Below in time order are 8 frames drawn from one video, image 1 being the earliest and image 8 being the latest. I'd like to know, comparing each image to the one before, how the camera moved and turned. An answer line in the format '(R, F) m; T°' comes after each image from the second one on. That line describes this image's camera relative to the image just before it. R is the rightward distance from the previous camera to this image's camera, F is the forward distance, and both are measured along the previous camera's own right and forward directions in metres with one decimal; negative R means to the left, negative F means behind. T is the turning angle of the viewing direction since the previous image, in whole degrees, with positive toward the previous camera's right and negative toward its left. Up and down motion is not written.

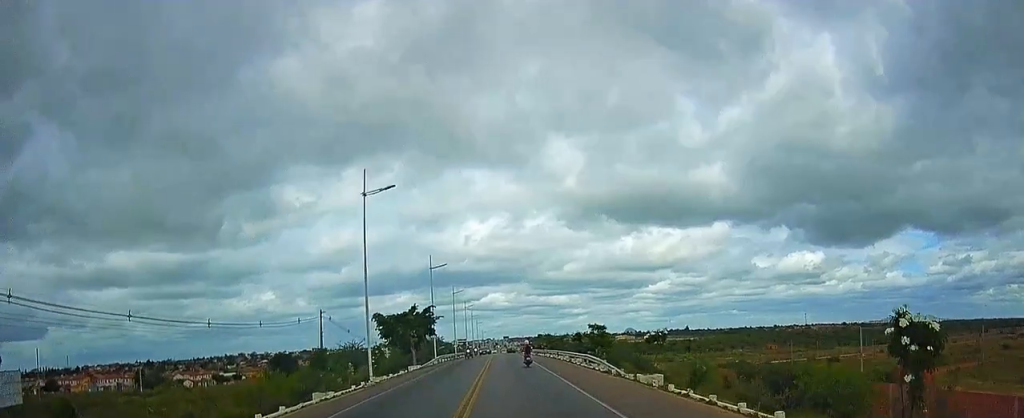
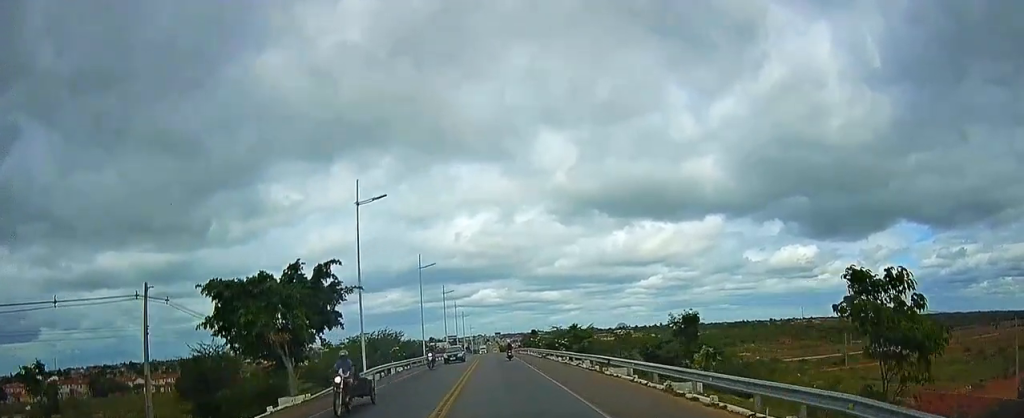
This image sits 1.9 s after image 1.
(+0.7, +28.5) m; +3°
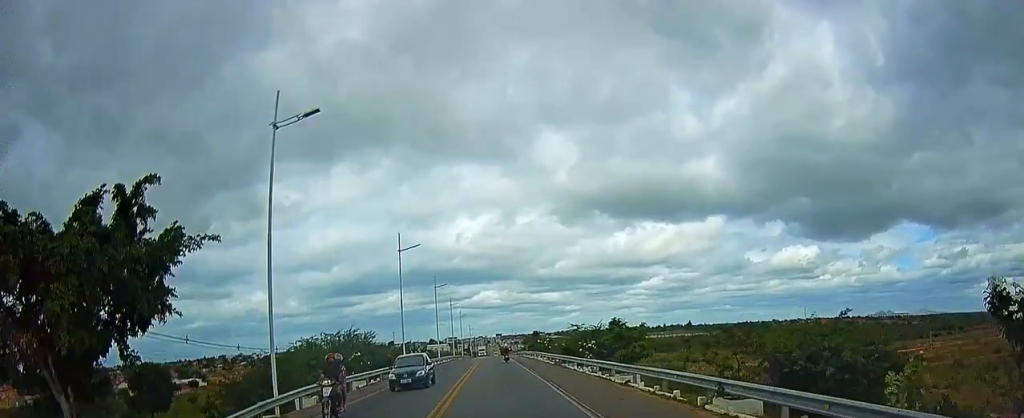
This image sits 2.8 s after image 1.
(+0.2, +13.3) m; 0°
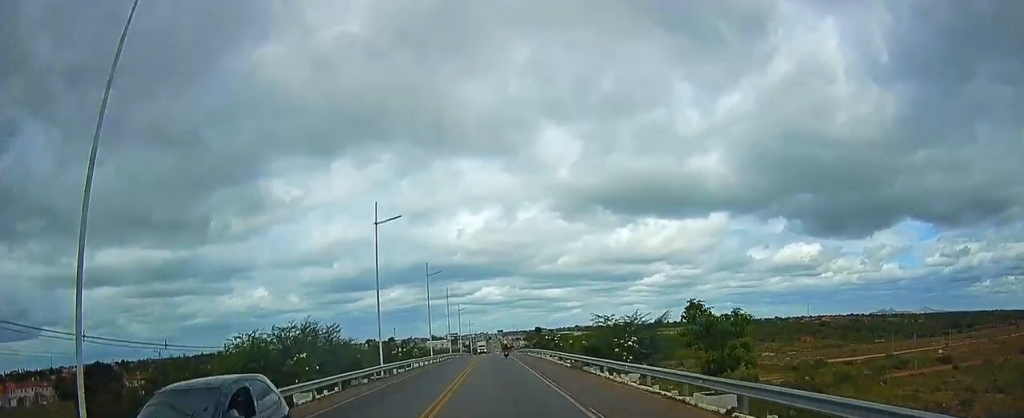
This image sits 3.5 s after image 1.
(-0.3, +10.4) m; -1°
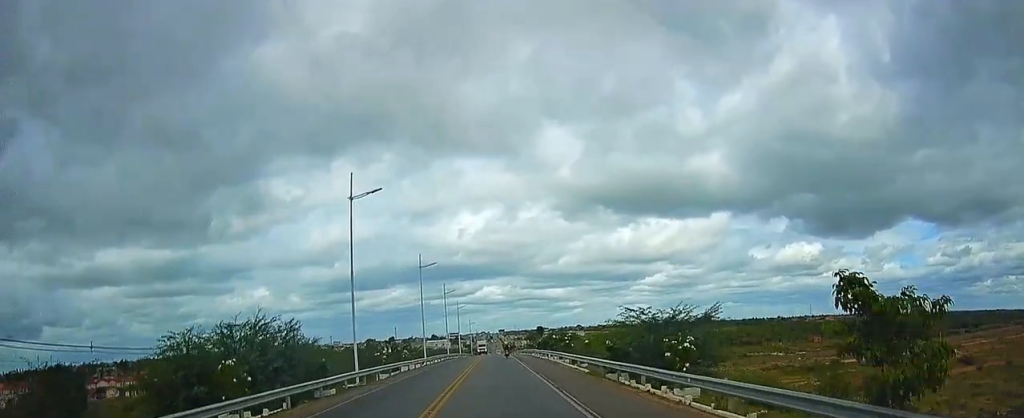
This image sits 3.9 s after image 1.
(+0.1, +7.4) m; 0°
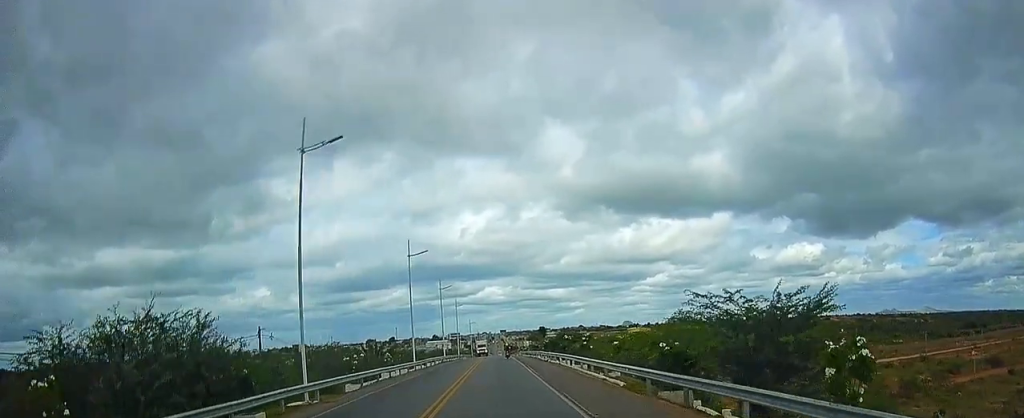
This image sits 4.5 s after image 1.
(+0.1, +9.0) m; 0°
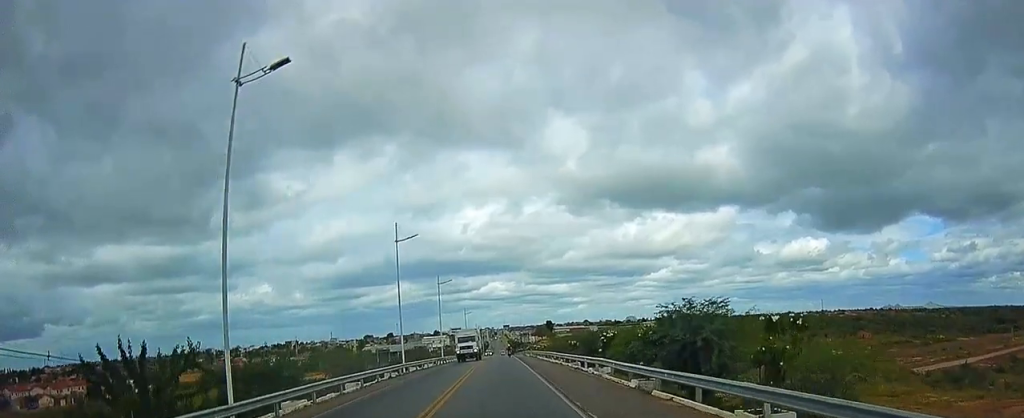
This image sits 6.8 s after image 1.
(-0.3, +36.2) m; 0°
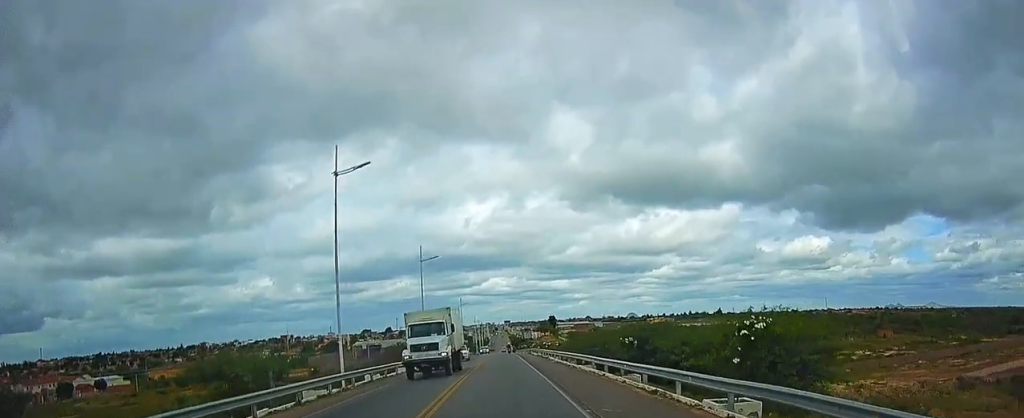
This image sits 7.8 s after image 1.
(0.0, +17.9) m; -1°
